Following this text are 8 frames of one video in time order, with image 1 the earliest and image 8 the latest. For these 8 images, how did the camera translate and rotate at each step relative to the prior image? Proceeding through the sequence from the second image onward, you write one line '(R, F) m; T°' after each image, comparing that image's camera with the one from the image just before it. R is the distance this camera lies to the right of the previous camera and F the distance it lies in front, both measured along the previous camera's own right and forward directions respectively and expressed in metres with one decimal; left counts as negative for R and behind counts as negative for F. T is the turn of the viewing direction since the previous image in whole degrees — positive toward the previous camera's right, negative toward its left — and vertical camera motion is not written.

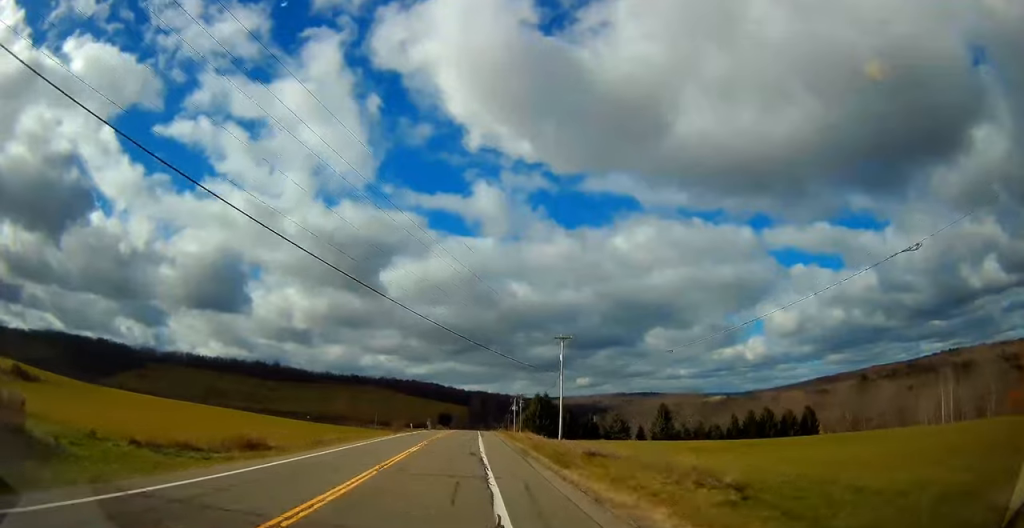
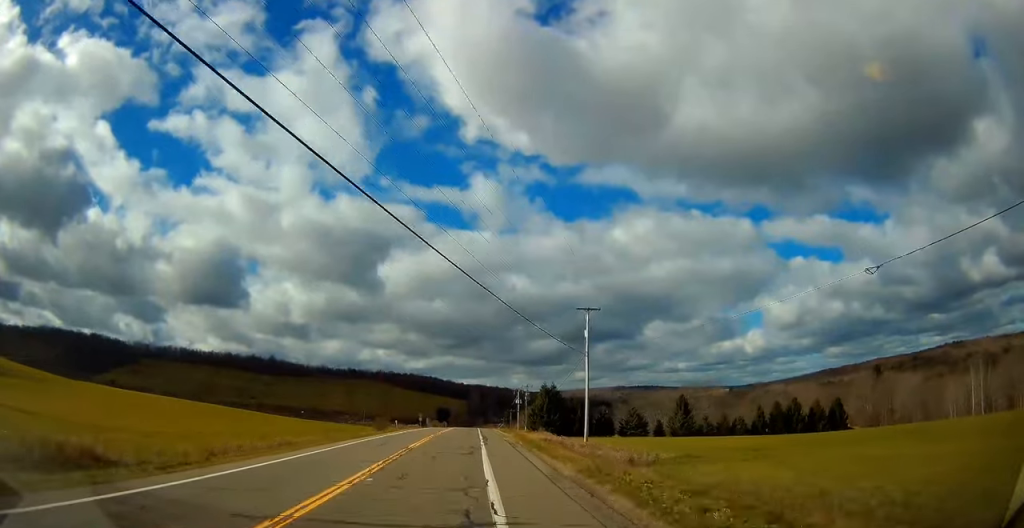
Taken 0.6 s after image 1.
(0.0, +17.1) m; 0°
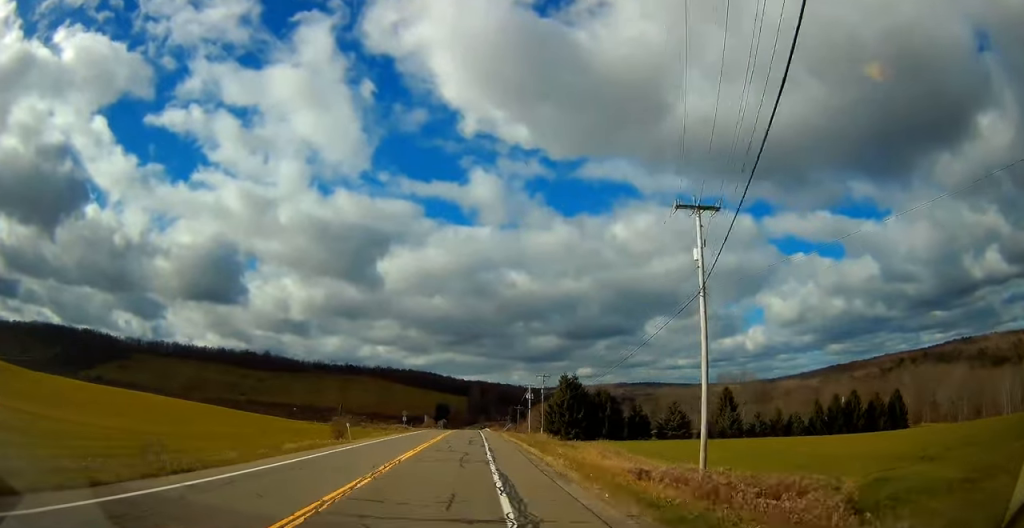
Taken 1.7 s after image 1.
(0.0, +28.8) m; 0°
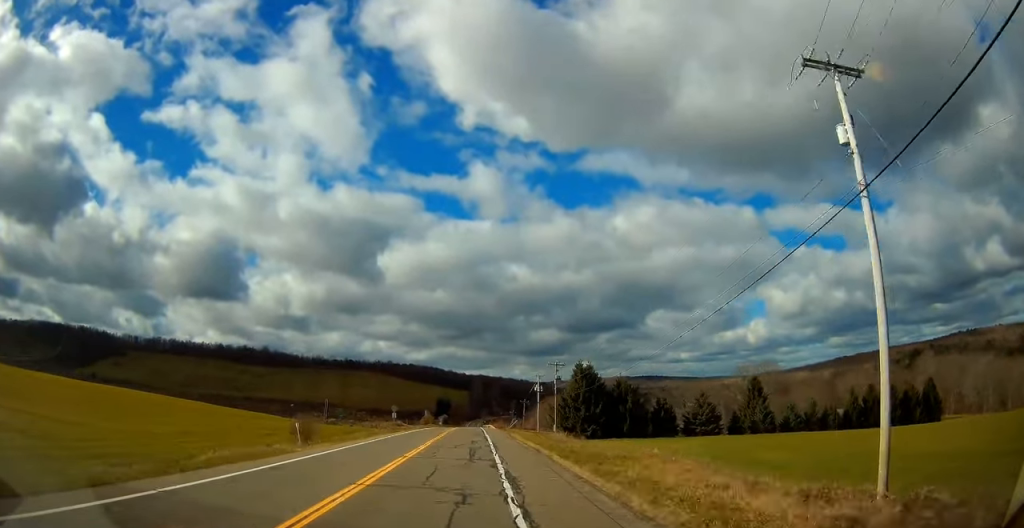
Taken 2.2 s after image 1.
(+0.1, +13.5) m; 0°
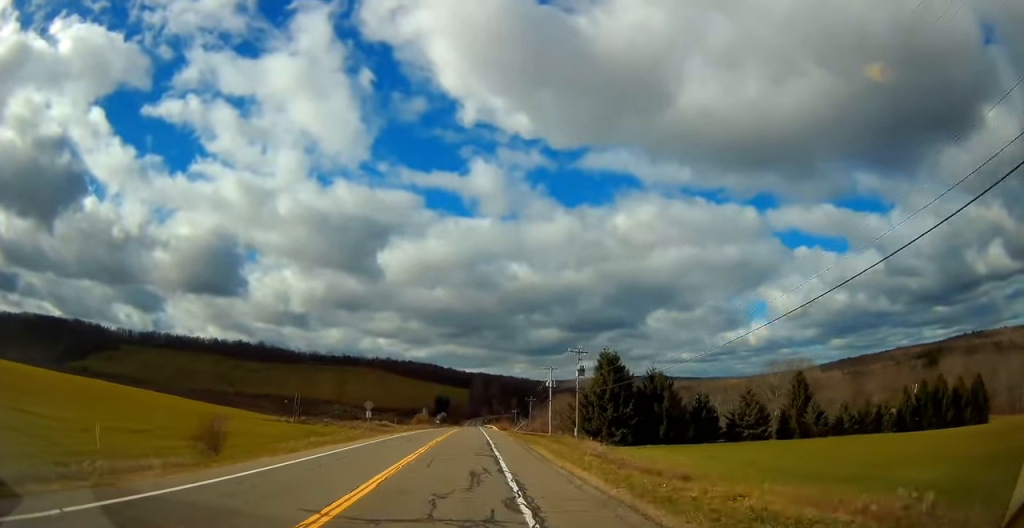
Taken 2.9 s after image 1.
(-0.1, +18.2) m; 0°
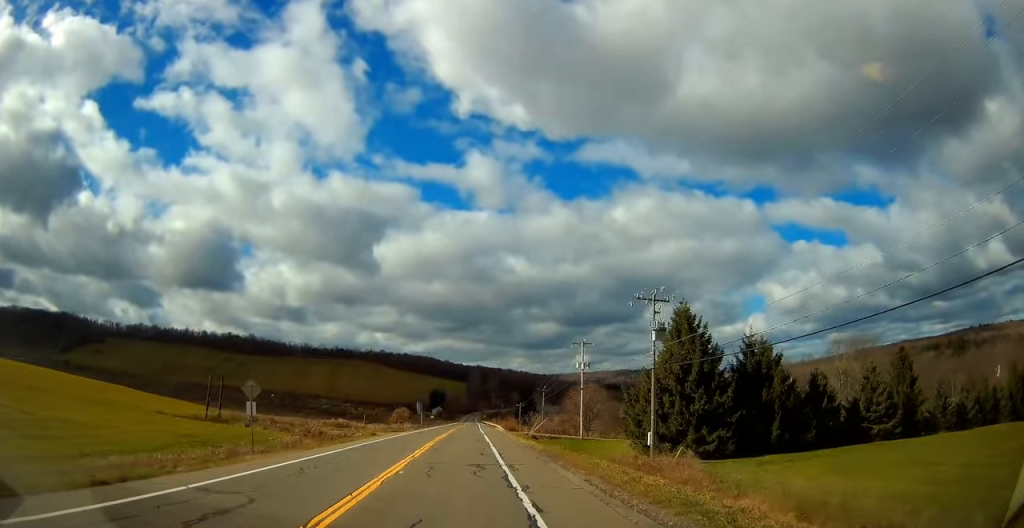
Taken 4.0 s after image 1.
(0.0, +30.1) m; 0°
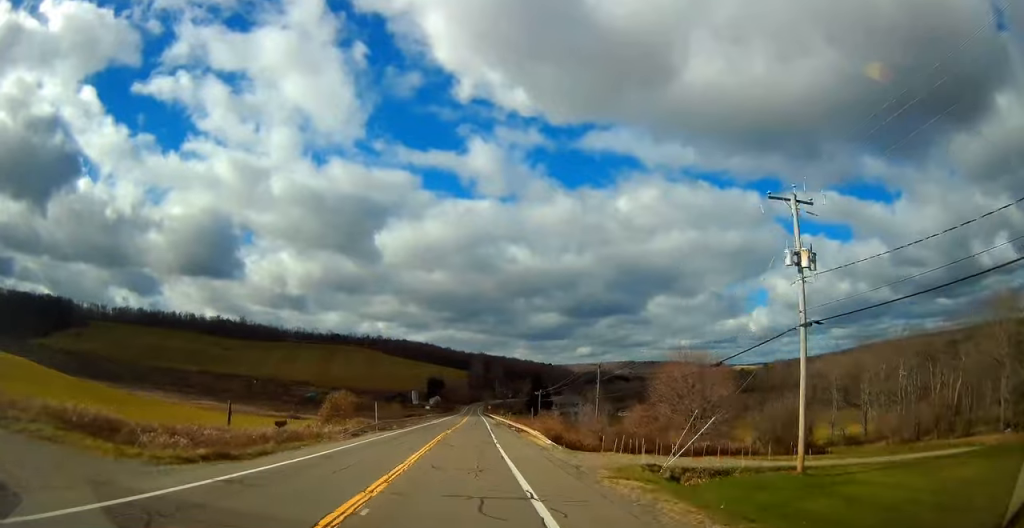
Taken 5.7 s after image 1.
(-0.2, +46.8) m; 0°
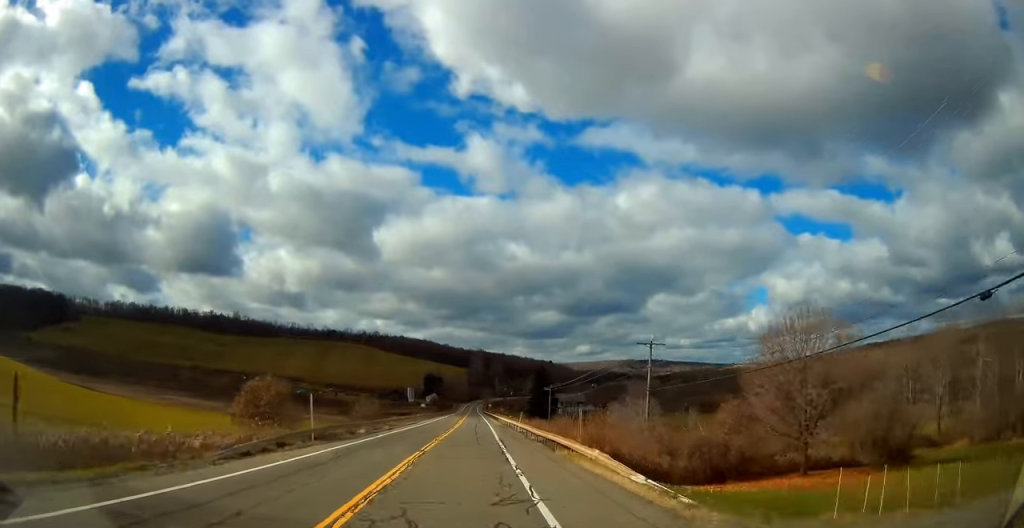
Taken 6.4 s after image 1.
(0.0, +19.3) m; 0°
